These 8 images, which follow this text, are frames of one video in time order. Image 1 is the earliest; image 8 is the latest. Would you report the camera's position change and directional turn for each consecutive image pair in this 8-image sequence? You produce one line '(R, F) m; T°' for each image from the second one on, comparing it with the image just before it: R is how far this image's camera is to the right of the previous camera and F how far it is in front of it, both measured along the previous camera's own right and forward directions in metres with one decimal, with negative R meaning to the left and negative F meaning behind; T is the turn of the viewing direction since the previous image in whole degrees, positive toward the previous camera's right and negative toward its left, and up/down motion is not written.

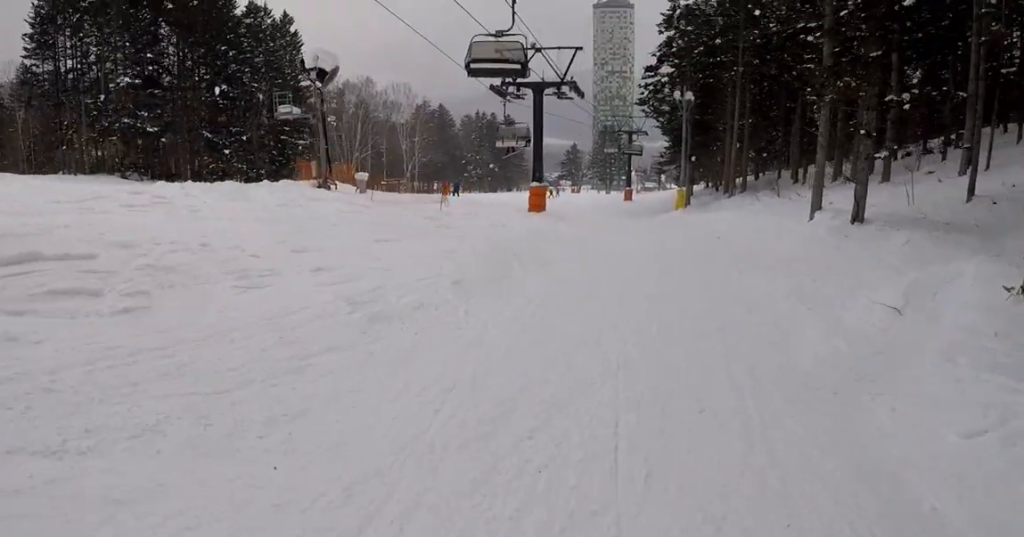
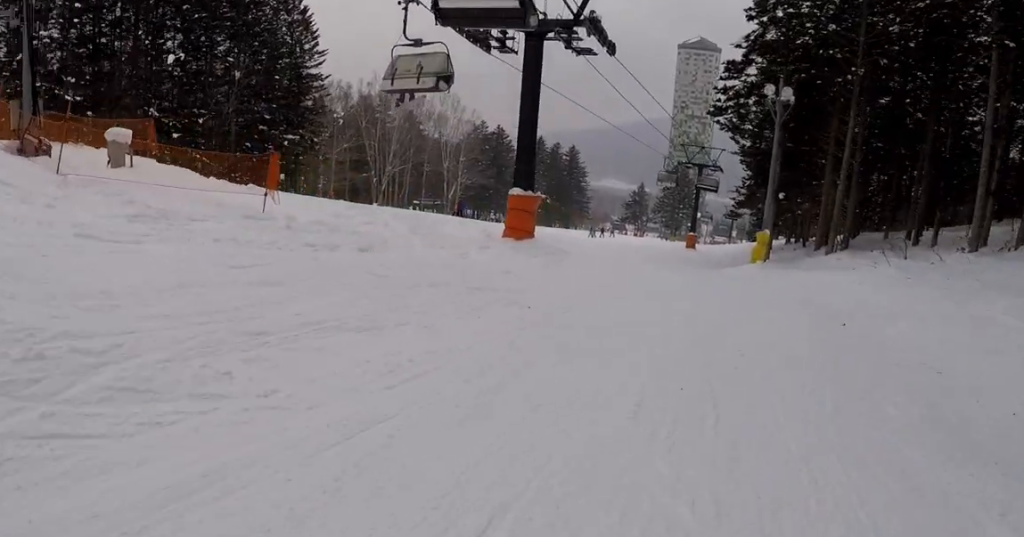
(-1.2, +14.9) m; 0°
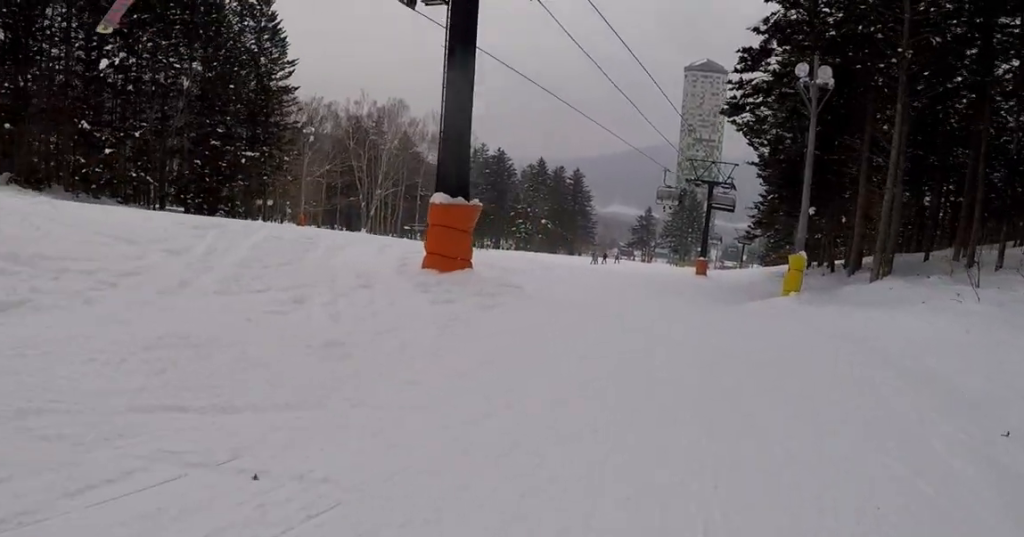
(+0.4, +7.4) m; +1°
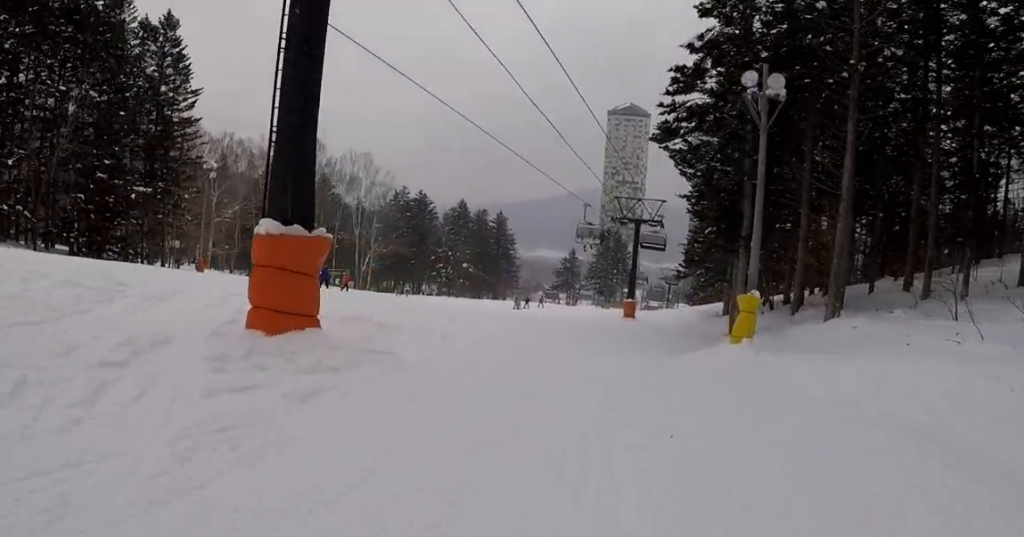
(+0.5, +4.5) m; -1°
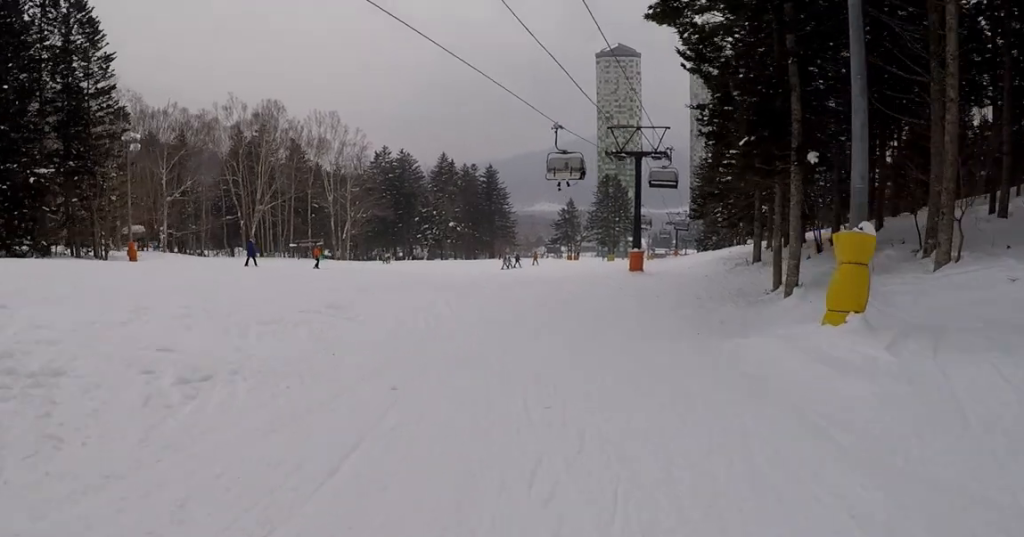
(-1.1, +9.1) m; -7°
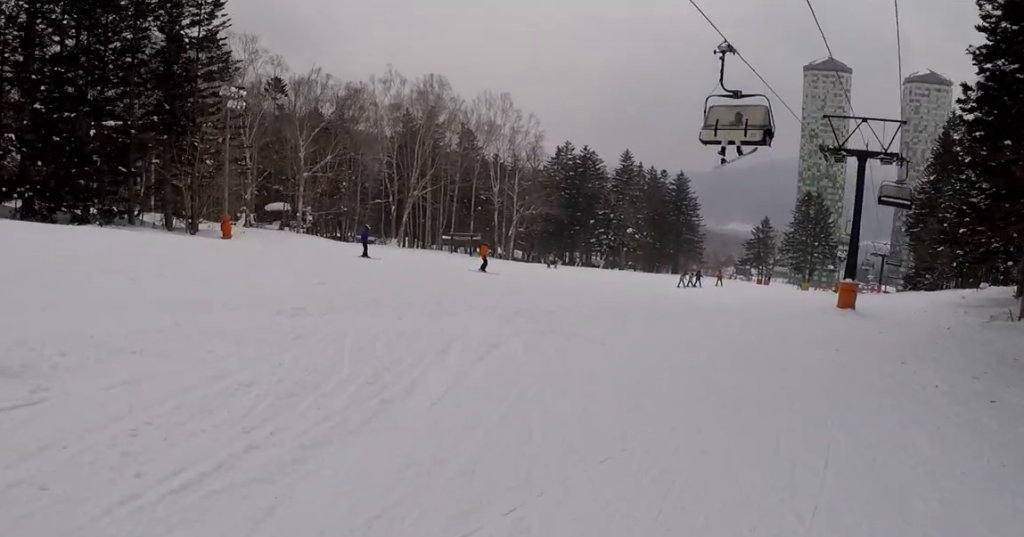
(-0.2, +11.1) m; -6°
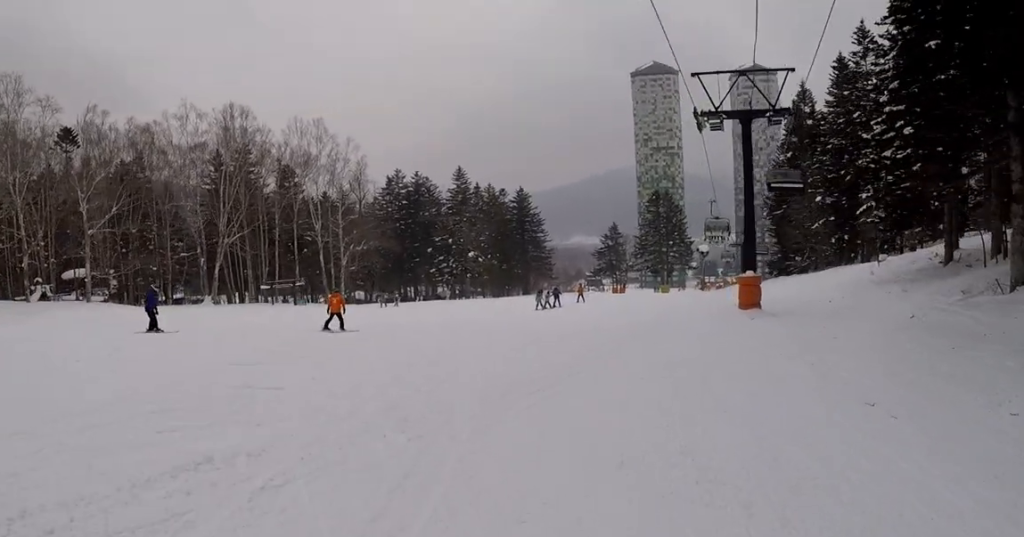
(-0.6, +9.9) m; +1°
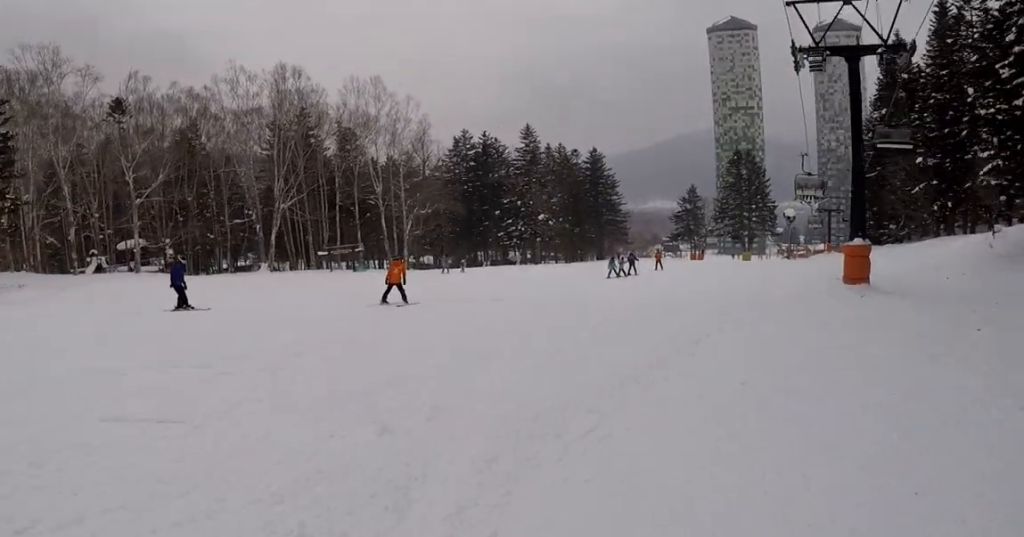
(+0.3, +3.7) m; +2°
